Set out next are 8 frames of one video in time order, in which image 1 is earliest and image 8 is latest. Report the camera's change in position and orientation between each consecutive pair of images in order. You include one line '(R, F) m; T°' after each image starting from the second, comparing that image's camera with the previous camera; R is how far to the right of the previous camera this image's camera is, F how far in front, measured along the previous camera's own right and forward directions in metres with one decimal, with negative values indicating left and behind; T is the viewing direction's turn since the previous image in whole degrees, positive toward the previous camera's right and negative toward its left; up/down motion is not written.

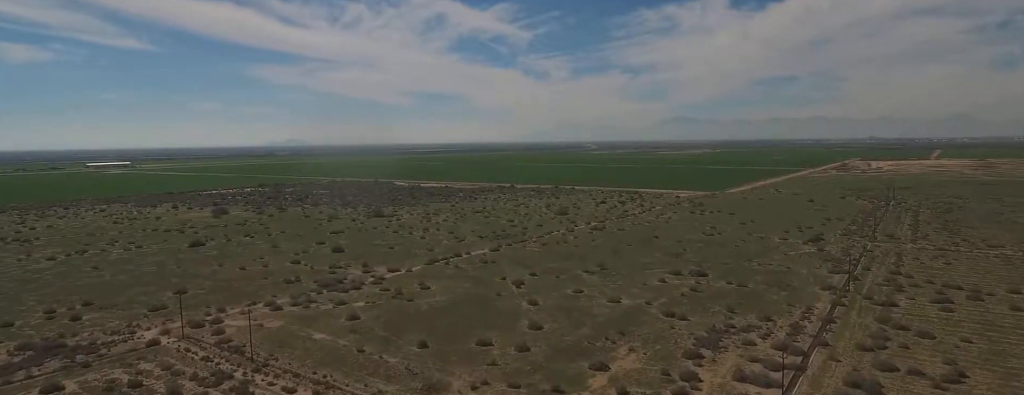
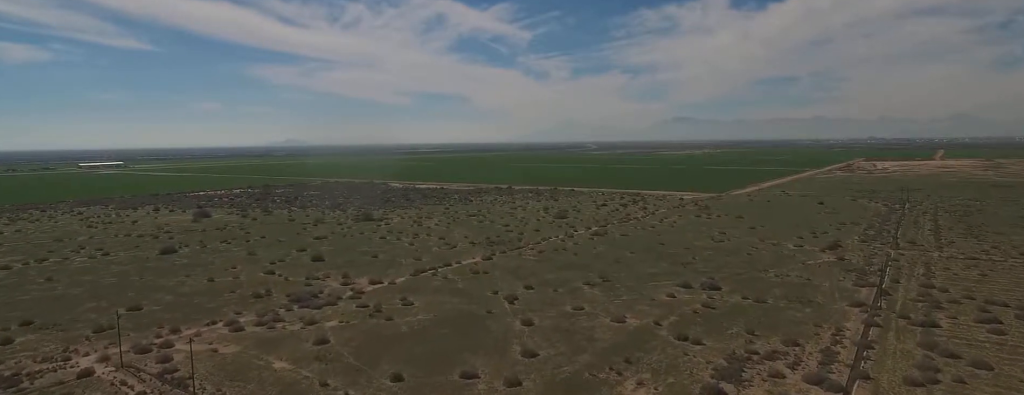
(-0.1, +16.8) m; -1°
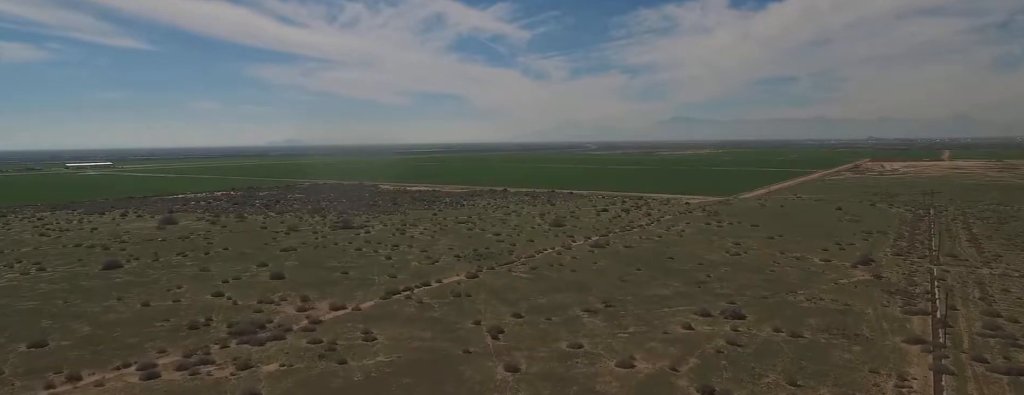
(0.0, +26.9) m; +1°
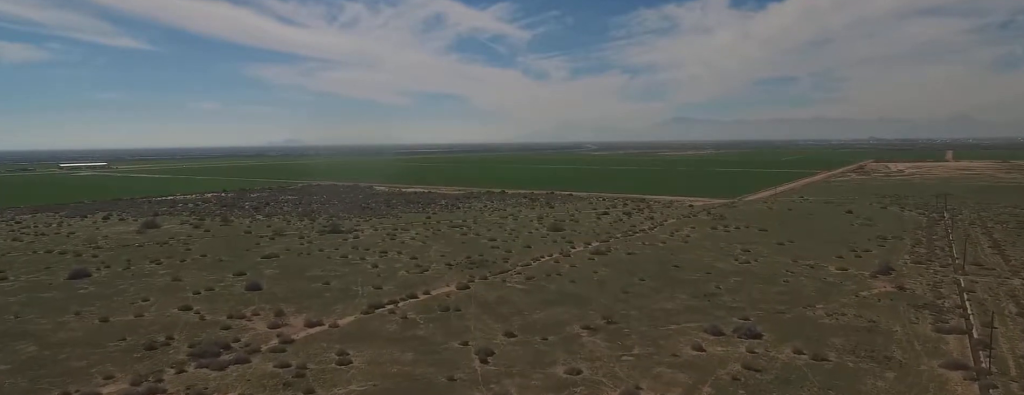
(+0.1, +13.6) m; 0°
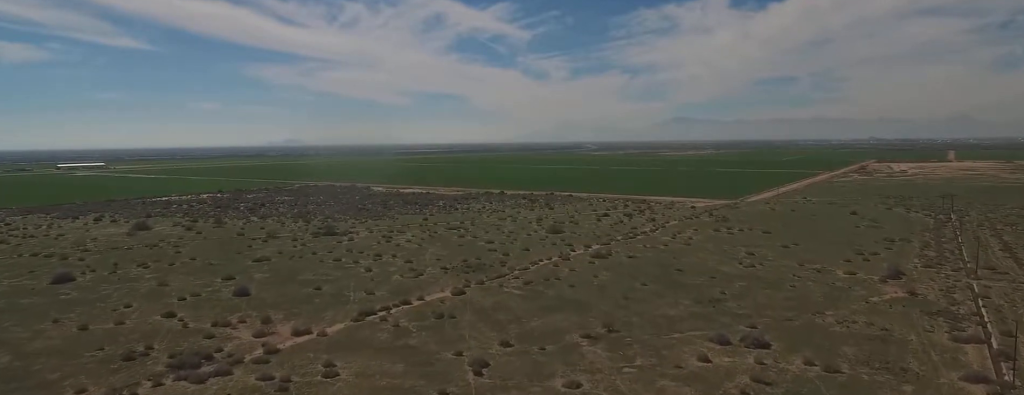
(0.0, +6.1) m; 0°
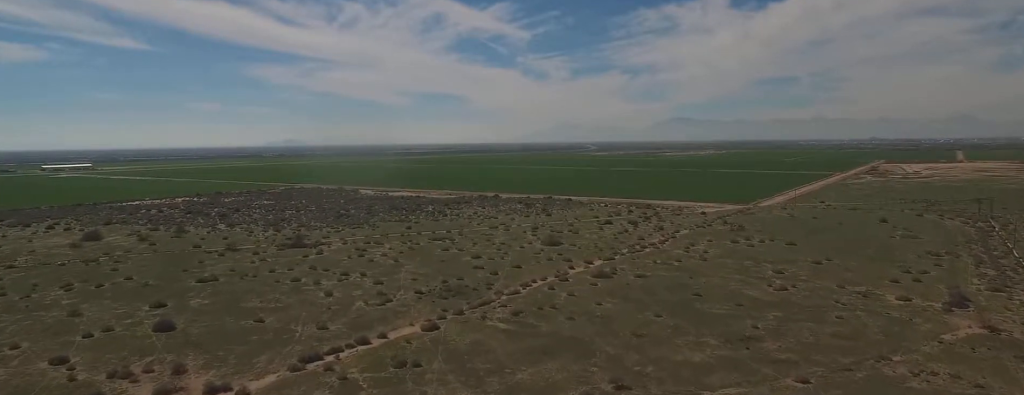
(-0.2, +32.0) m; -1°
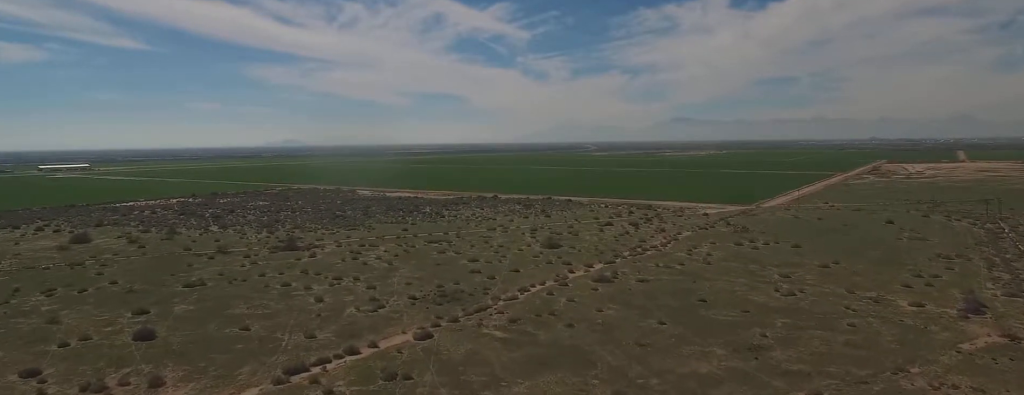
(0.0, +6.3) m; 0°
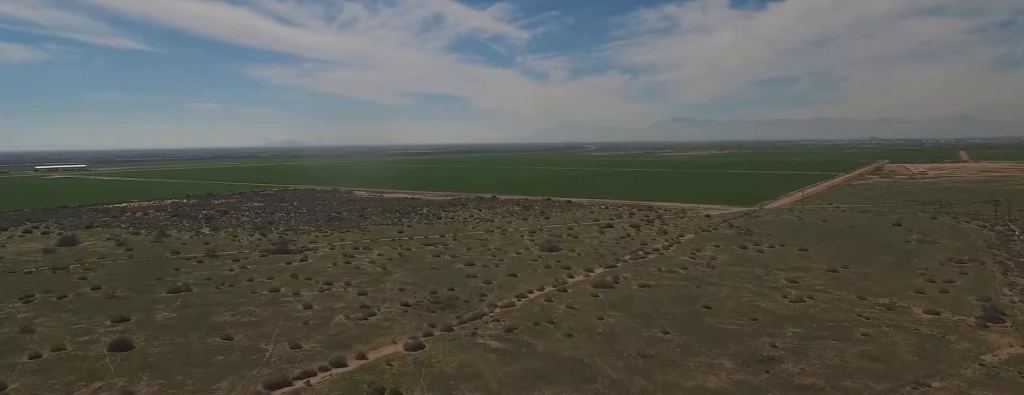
(0.0, +6.7) m; -1°
